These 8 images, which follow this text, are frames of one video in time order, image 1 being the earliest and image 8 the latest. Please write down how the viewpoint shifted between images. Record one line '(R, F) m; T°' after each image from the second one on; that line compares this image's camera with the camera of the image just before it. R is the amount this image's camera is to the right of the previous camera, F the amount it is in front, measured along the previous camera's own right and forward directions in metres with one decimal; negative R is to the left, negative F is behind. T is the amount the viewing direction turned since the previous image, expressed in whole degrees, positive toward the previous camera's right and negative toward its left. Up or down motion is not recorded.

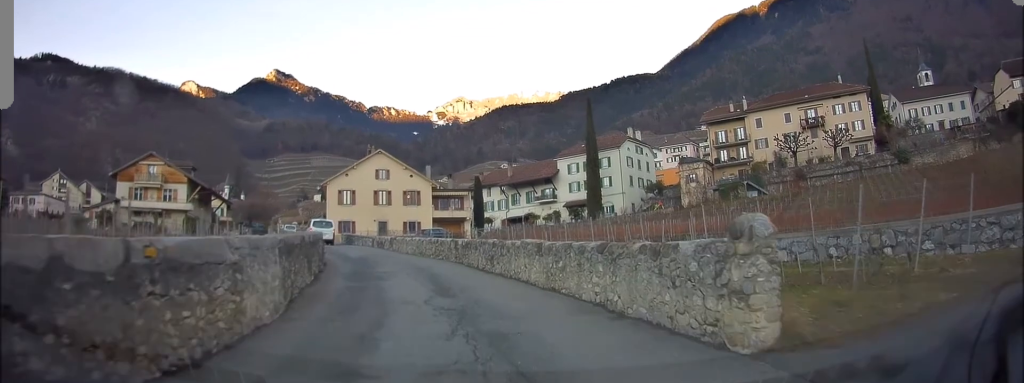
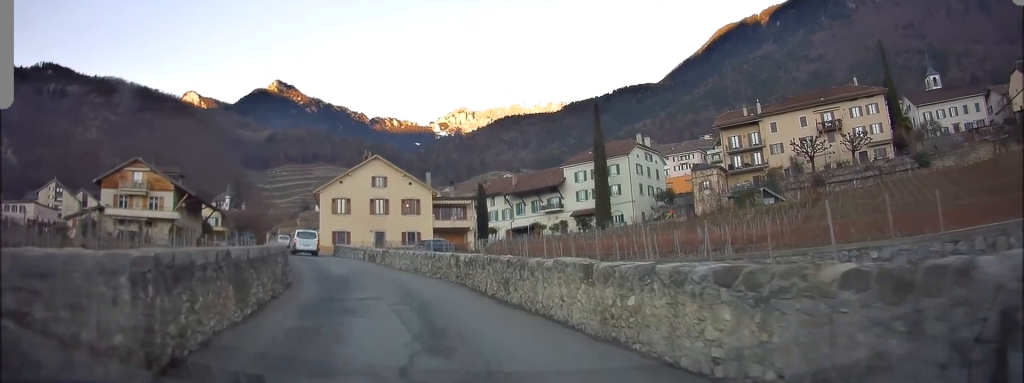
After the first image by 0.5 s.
(+0.1, +3.8) m; +2°
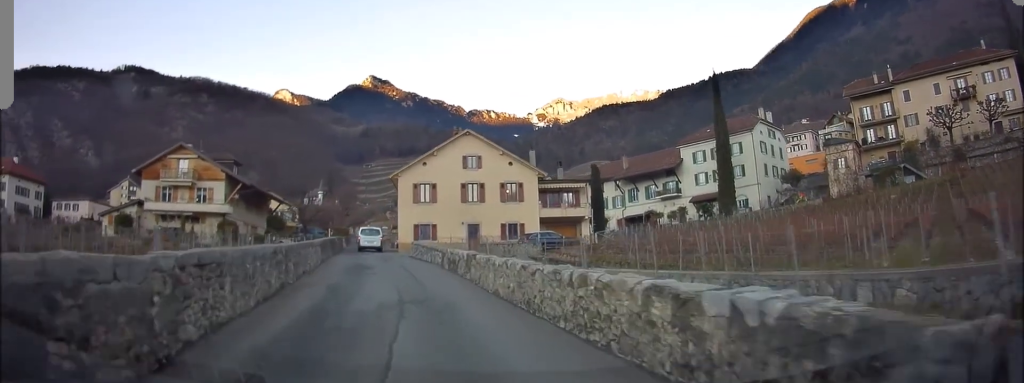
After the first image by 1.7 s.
(+0.4, +10.2) m; -1°
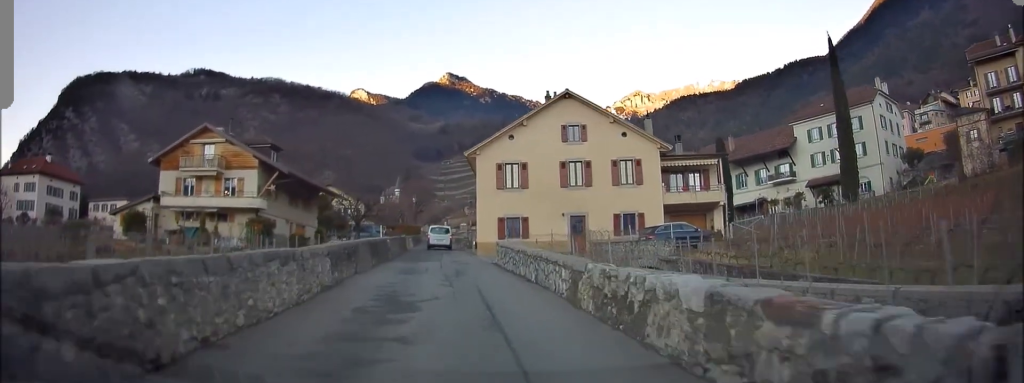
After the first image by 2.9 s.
(-0.6, +10.5) m; -8°
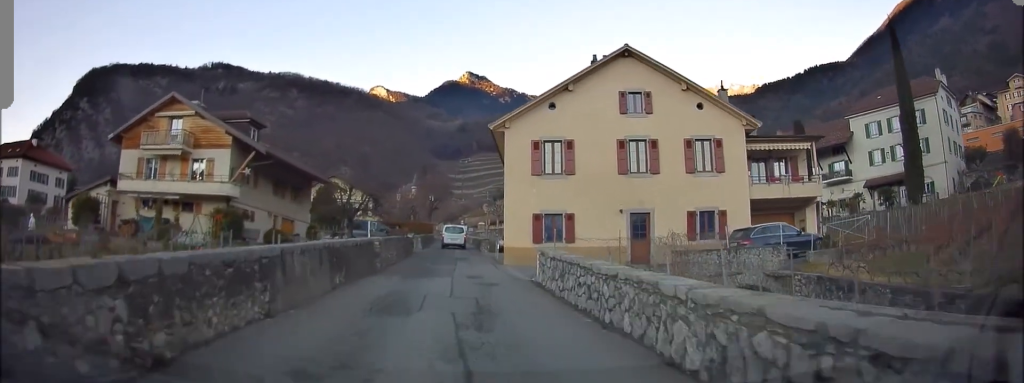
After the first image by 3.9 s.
(-0.5, +8.6) m; -4°
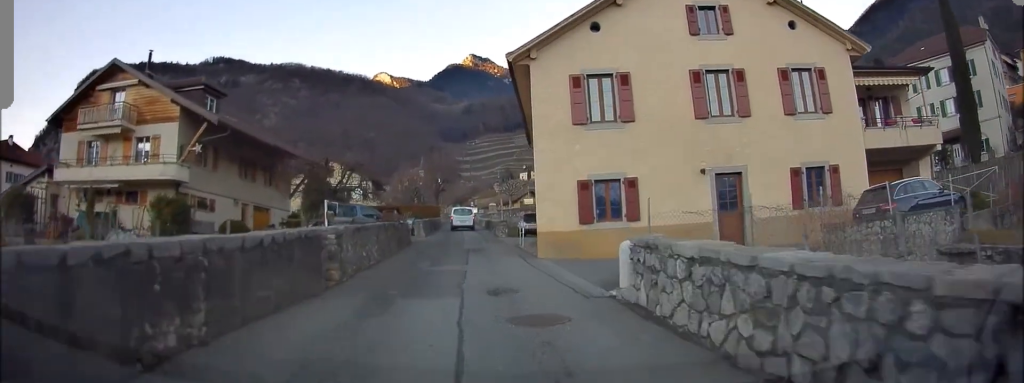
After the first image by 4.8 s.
(-0.2, +7.9) m; -2°
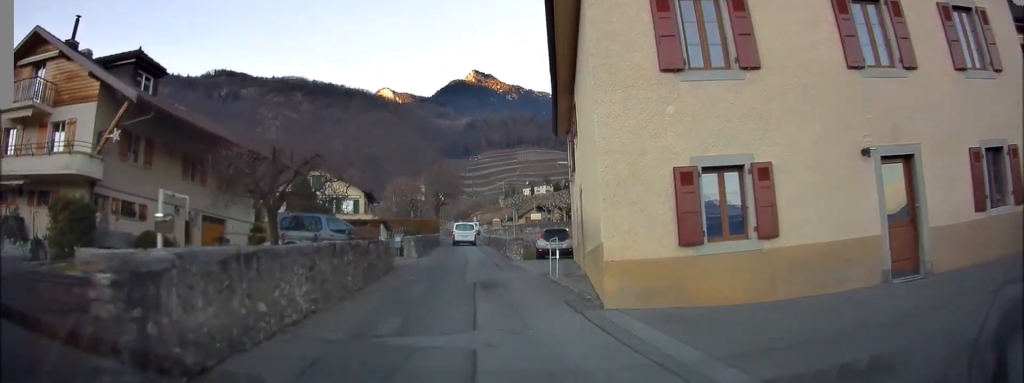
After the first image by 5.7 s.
(-0.1, +7.6) m; -1°
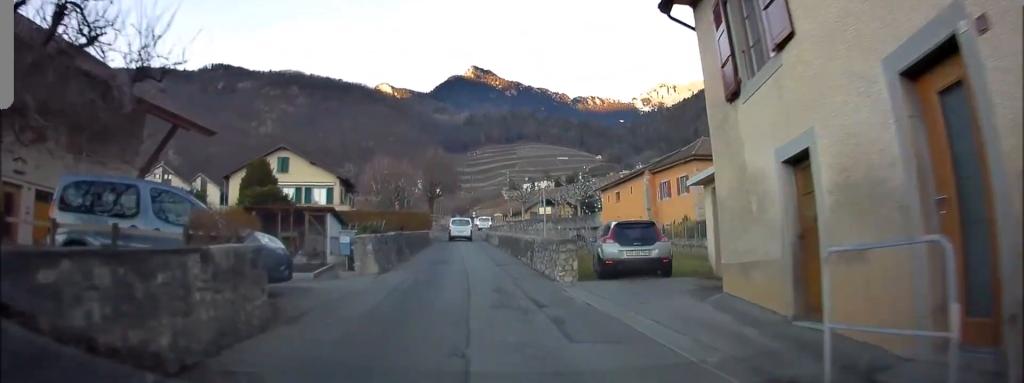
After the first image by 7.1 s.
(0.0, +12.5) m; 0°
